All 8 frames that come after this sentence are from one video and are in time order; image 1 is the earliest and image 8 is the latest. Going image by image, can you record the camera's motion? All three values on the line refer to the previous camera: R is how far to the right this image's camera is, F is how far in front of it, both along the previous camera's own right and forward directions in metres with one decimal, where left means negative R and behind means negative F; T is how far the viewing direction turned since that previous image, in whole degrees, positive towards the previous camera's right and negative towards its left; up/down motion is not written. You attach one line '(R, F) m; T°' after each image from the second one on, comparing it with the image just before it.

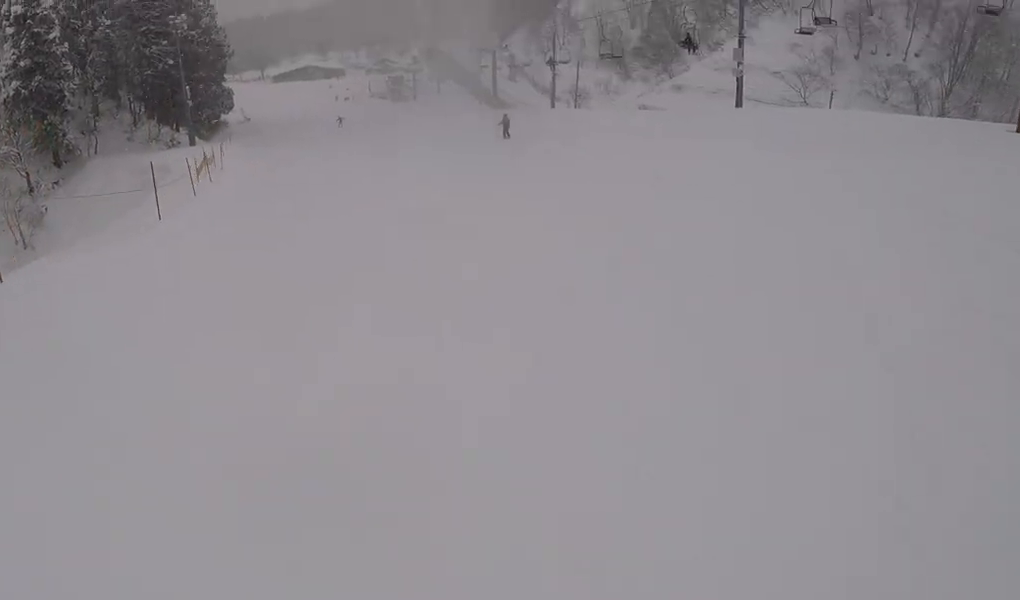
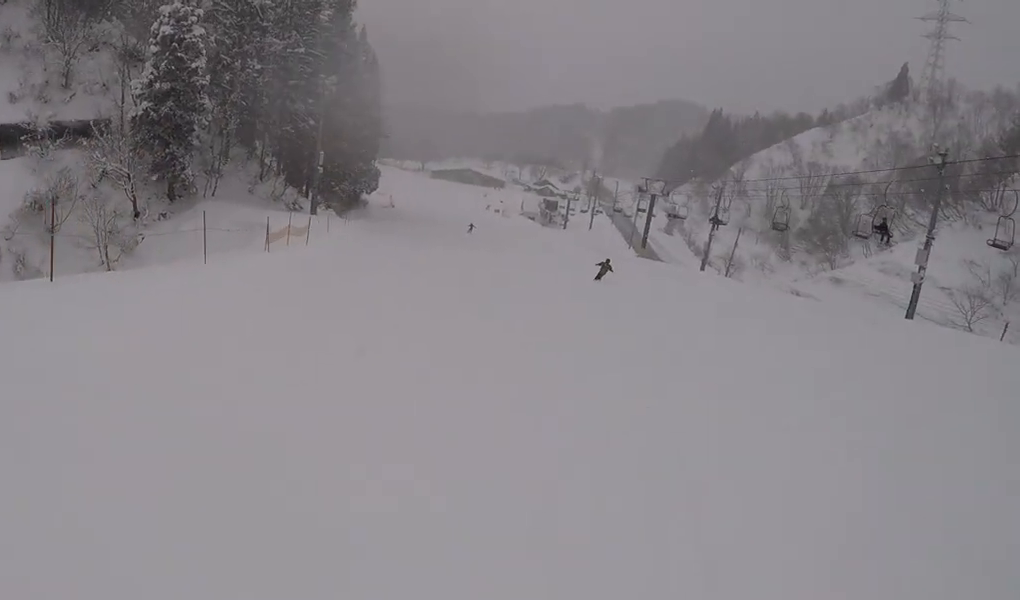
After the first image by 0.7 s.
(+0.9, +5.9) m; -8°
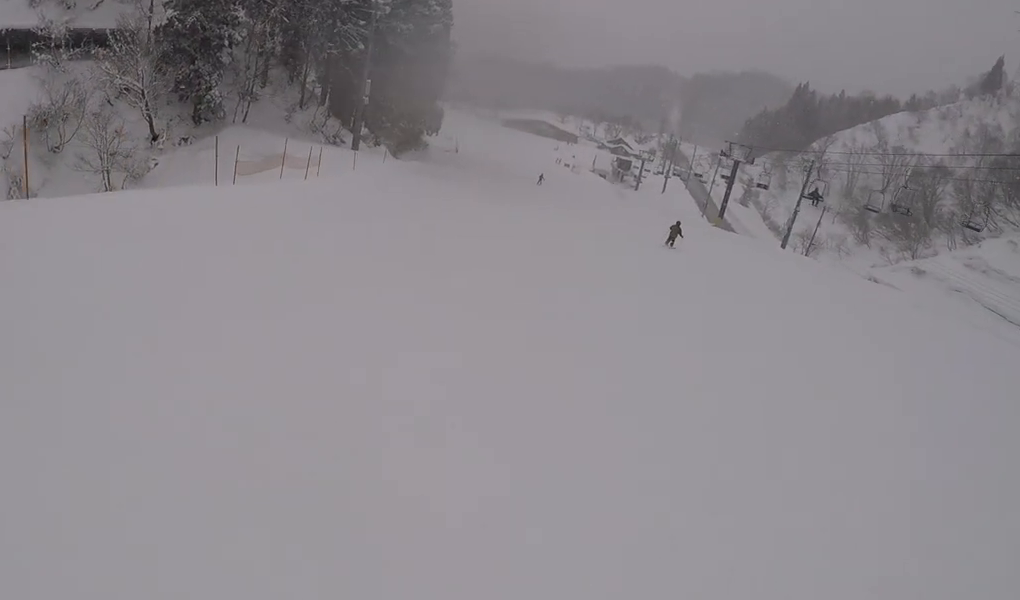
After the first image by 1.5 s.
(-2.3, +7.3) m; -5°
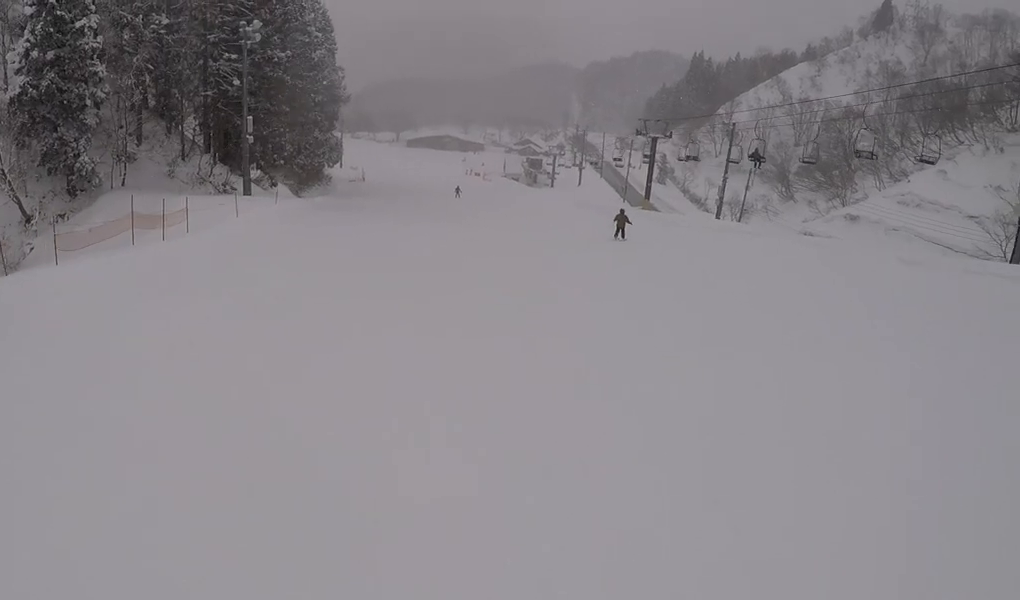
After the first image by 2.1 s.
(+0.4, +4.9) m; +2°
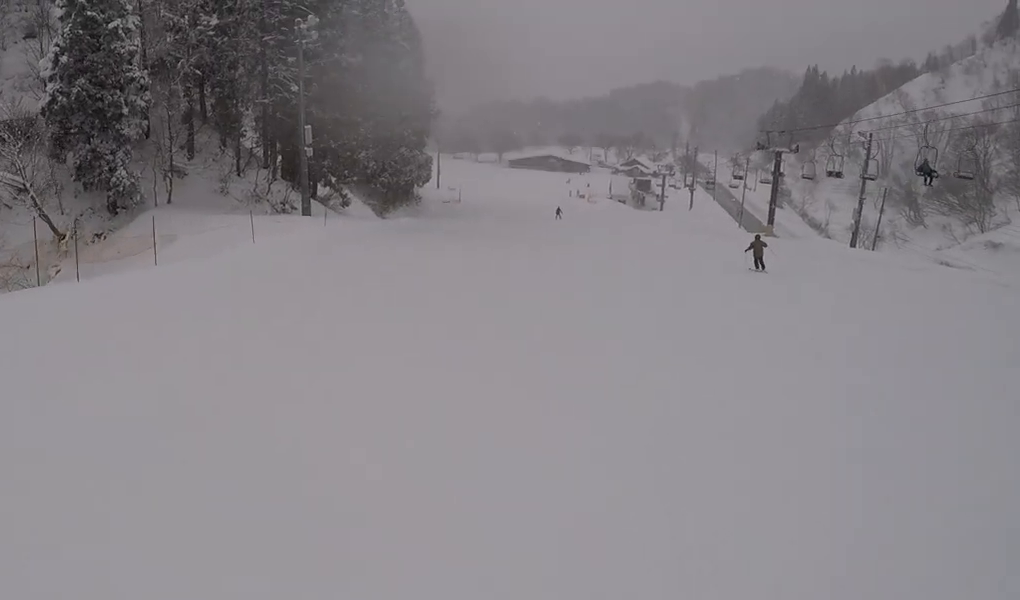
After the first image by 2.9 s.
(+0.8, +7.6) m; +1°
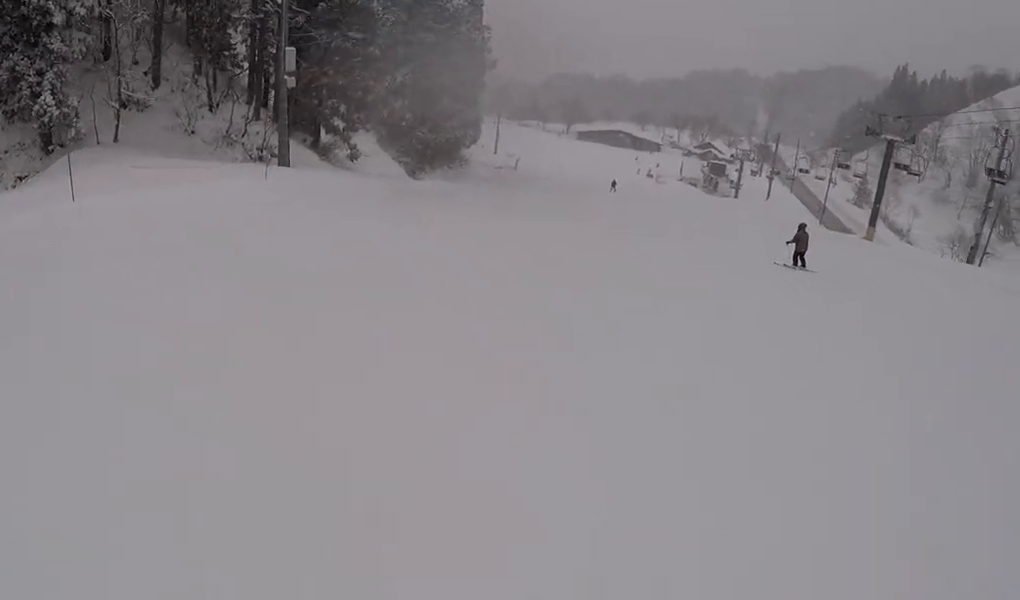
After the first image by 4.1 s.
(-1.3, +11.4) m; -6°
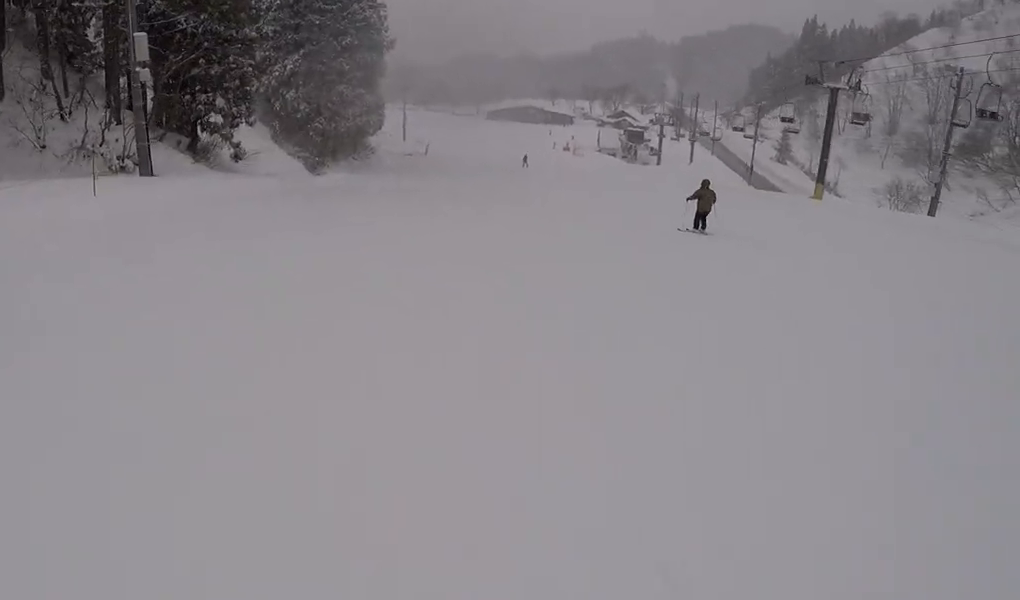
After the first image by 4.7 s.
(-0.5, +5.6) m; +2°
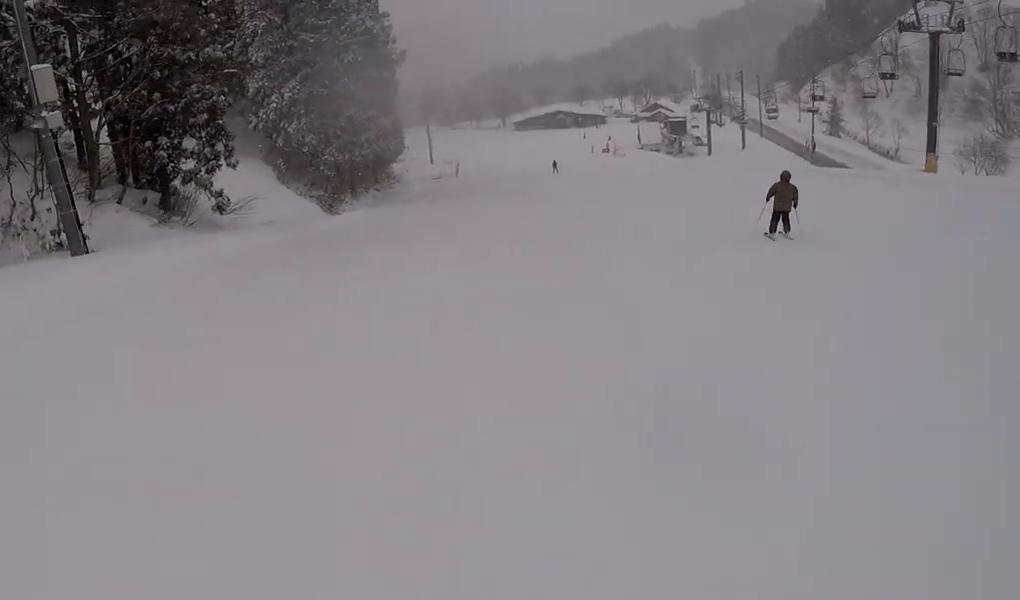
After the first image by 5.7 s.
(+1.4, +8.5) m; -1°
